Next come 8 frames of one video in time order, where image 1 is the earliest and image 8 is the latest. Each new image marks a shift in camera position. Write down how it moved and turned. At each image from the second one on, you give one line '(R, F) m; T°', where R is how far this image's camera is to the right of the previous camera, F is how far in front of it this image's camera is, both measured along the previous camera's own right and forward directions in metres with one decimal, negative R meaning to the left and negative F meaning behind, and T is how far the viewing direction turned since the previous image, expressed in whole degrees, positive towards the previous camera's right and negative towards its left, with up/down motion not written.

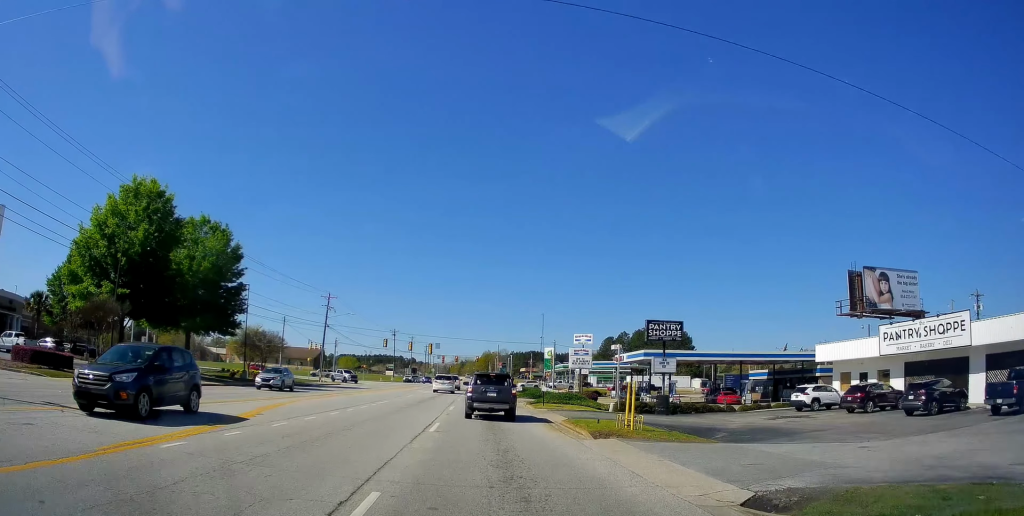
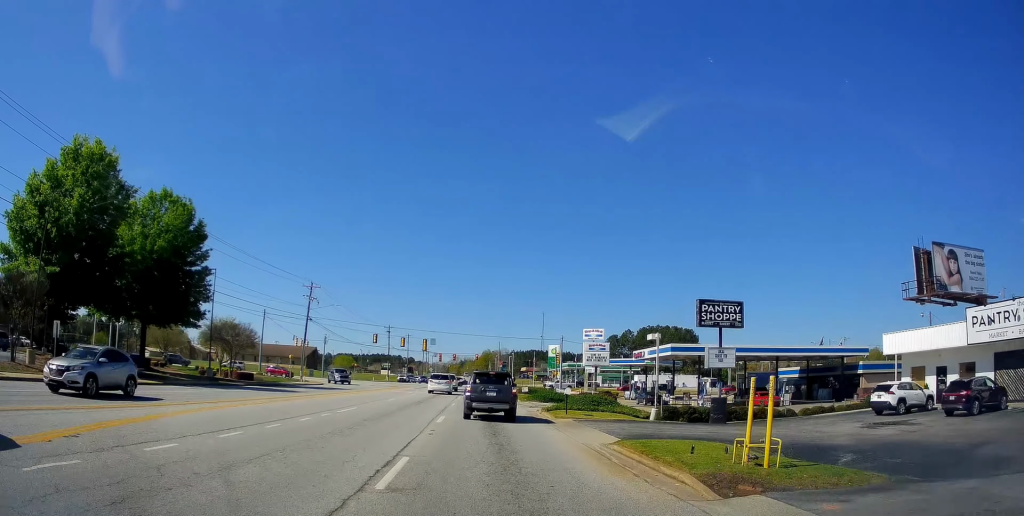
(+0.1, +8.9) m; +3°
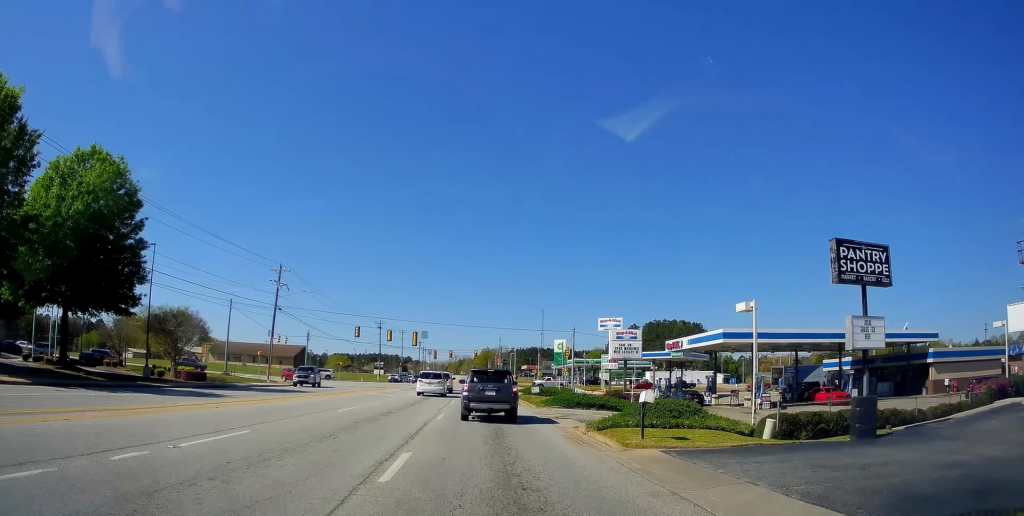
(+0.6, +12.0) m; 0°
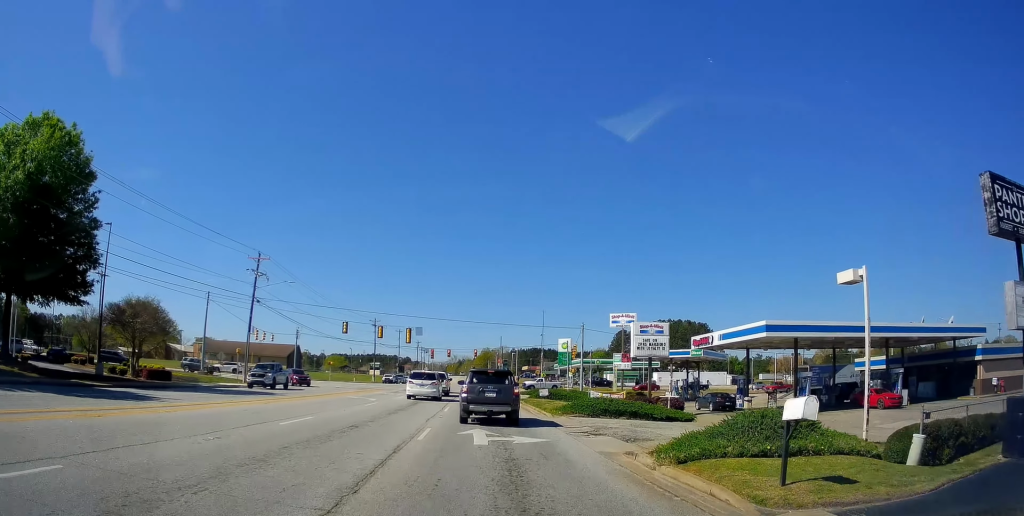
(-0.4, +6.8) m; 0°
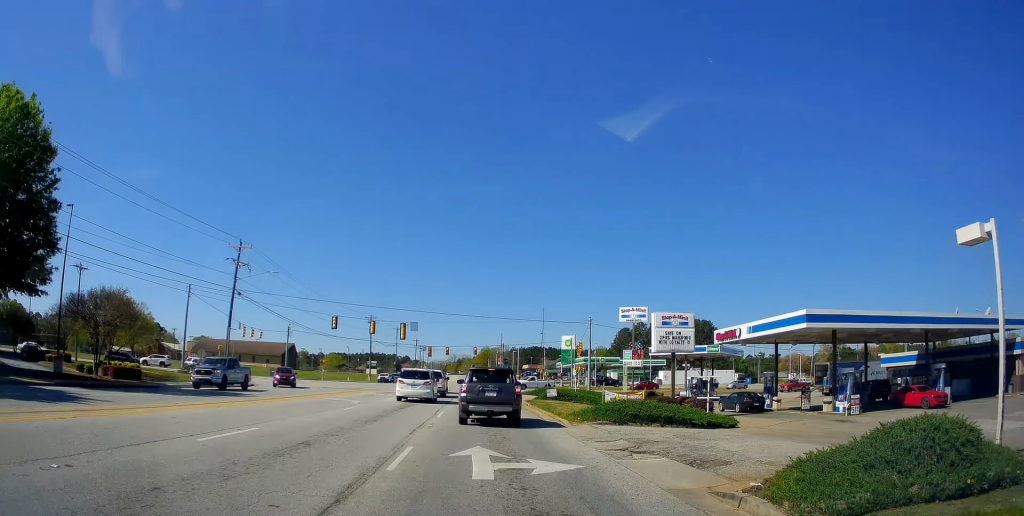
(-0.3, +5.0) m; 0°
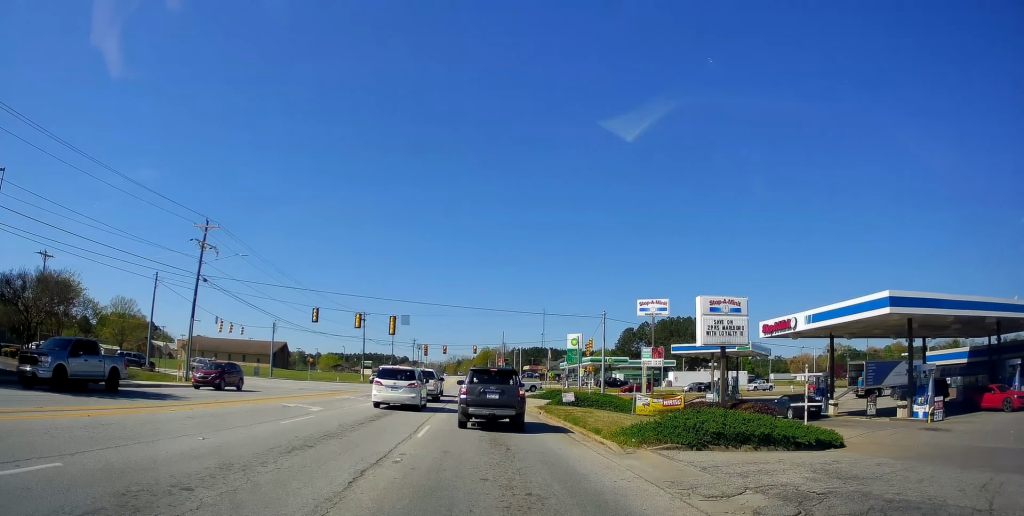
(+0.8, +7.5) m; +2°
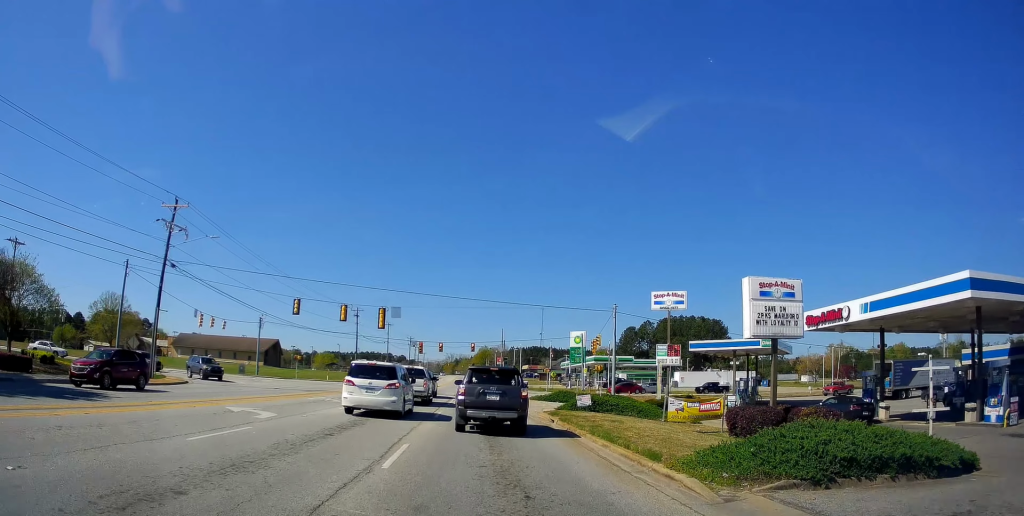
(-0.5, +5.4) m; -2°
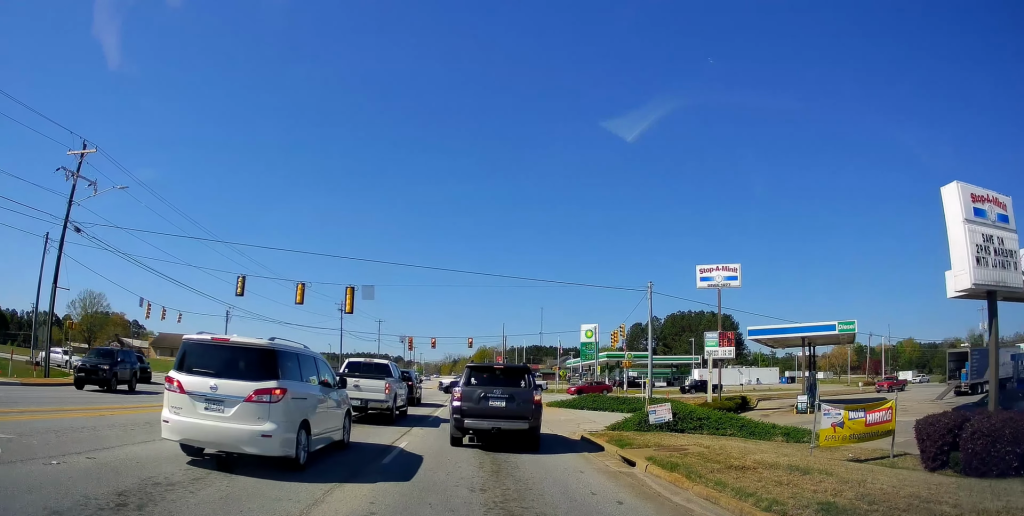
(+0.1, +11.4) m; -1°
